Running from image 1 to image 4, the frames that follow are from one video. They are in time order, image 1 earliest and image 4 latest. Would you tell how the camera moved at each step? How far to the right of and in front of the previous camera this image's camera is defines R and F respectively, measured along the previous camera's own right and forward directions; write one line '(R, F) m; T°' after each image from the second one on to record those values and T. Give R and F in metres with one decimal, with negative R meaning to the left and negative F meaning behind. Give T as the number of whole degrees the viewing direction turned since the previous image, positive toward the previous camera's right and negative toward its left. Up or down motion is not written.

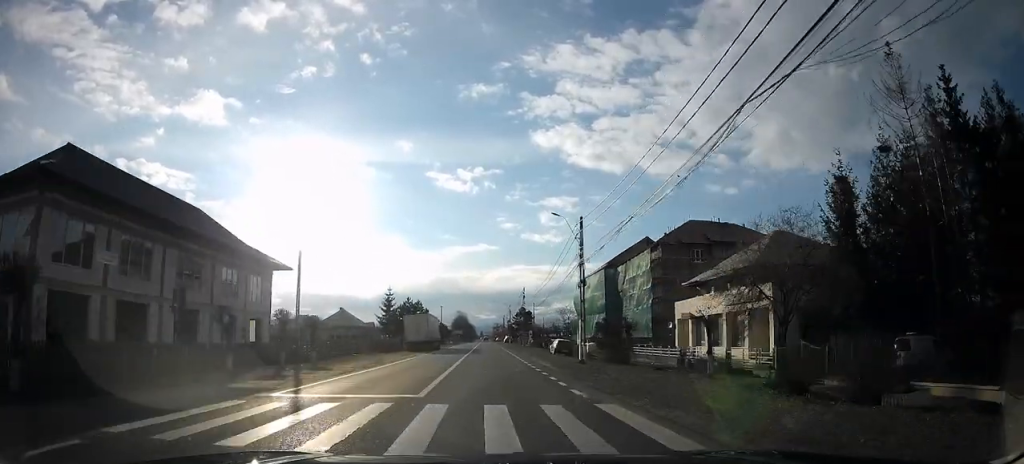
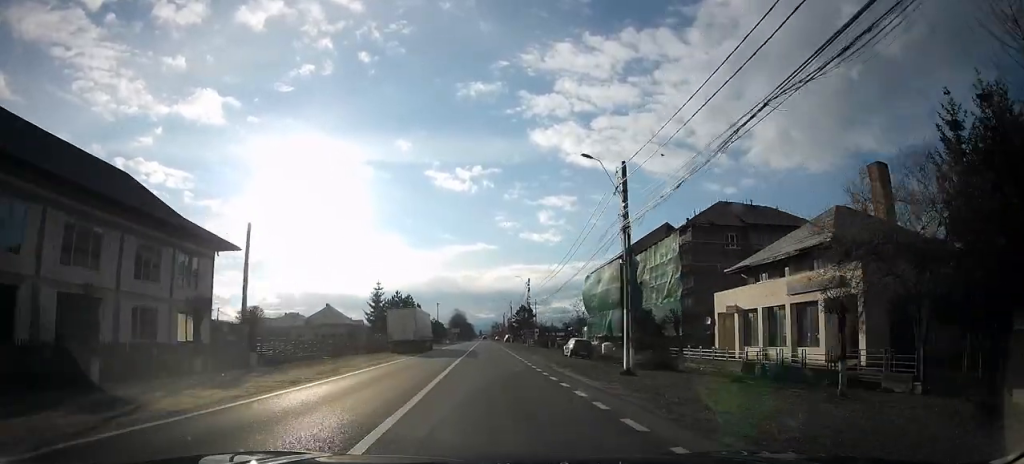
(0.0, +8.0) m; -1°
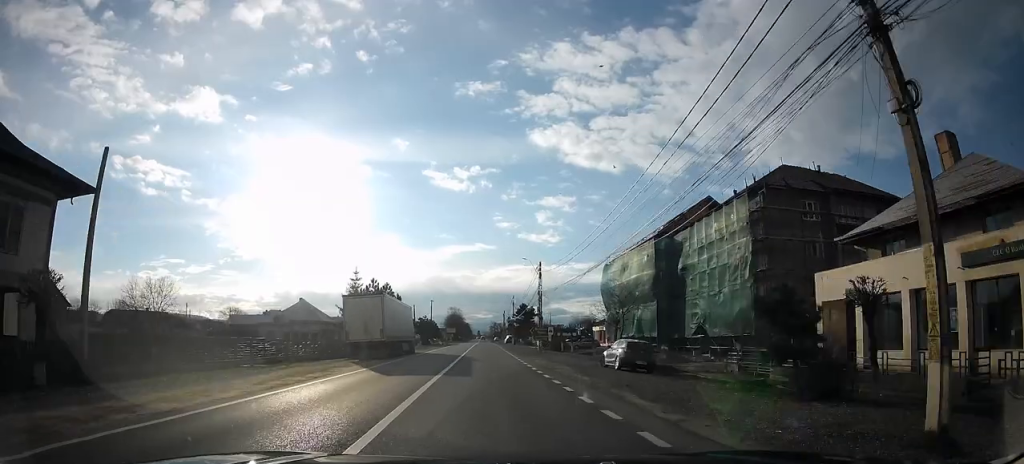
(-0.1, +12.6) m; -1°
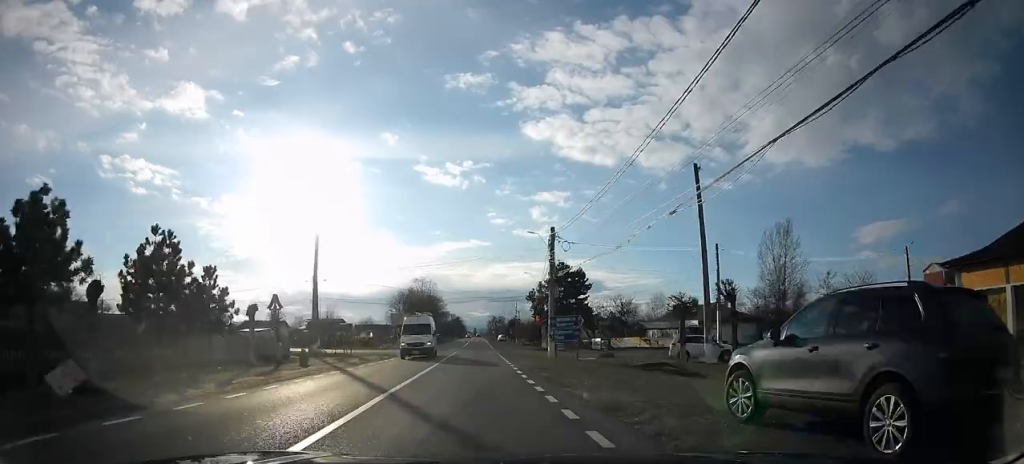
(-3.8, +93.4) m; -1°
